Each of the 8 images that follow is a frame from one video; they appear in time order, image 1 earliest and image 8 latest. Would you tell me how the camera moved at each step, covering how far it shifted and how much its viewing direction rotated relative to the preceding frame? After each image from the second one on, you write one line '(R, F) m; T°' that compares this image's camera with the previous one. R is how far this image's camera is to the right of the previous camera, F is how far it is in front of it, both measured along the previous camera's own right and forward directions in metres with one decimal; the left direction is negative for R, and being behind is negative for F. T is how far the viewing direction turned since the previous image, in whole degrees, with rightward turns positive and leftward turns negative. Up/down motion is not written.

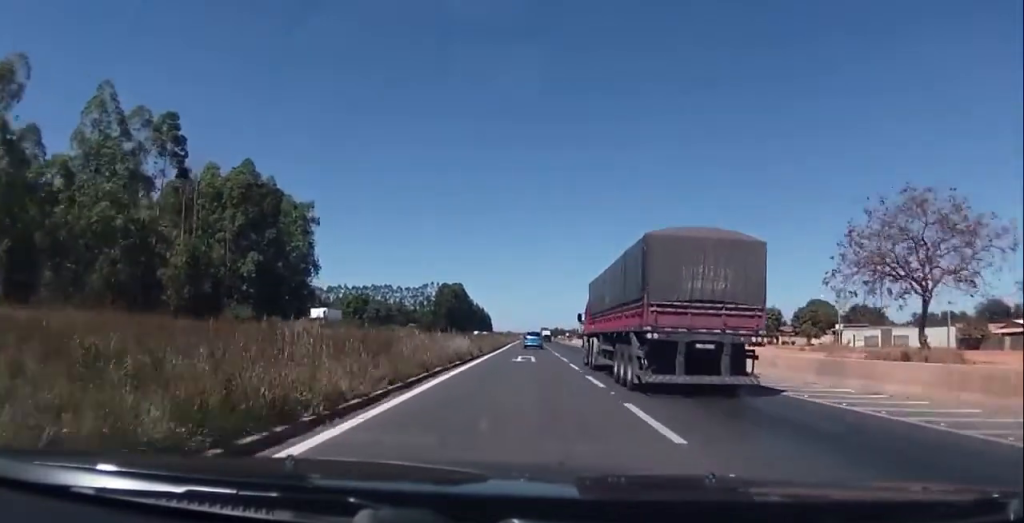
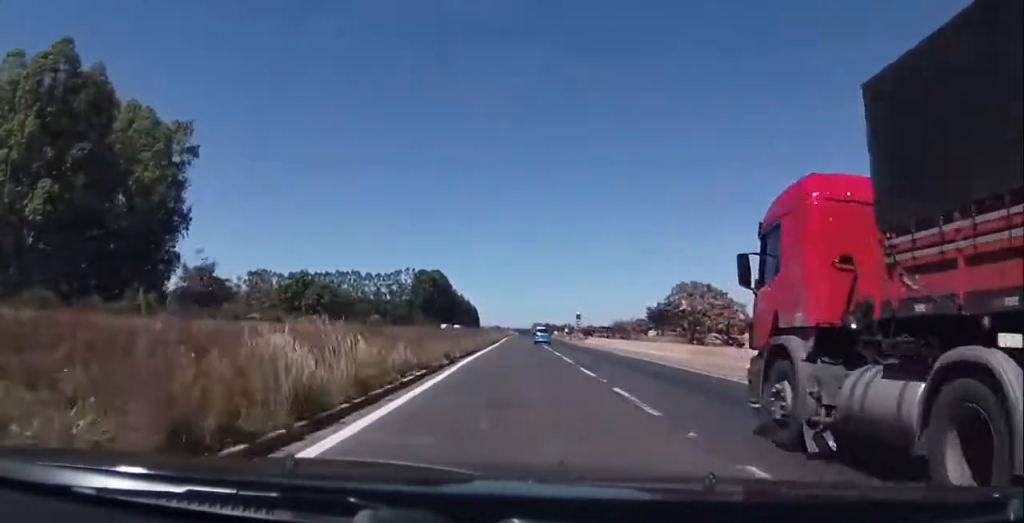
(+0.3, +46.8) m; 0°
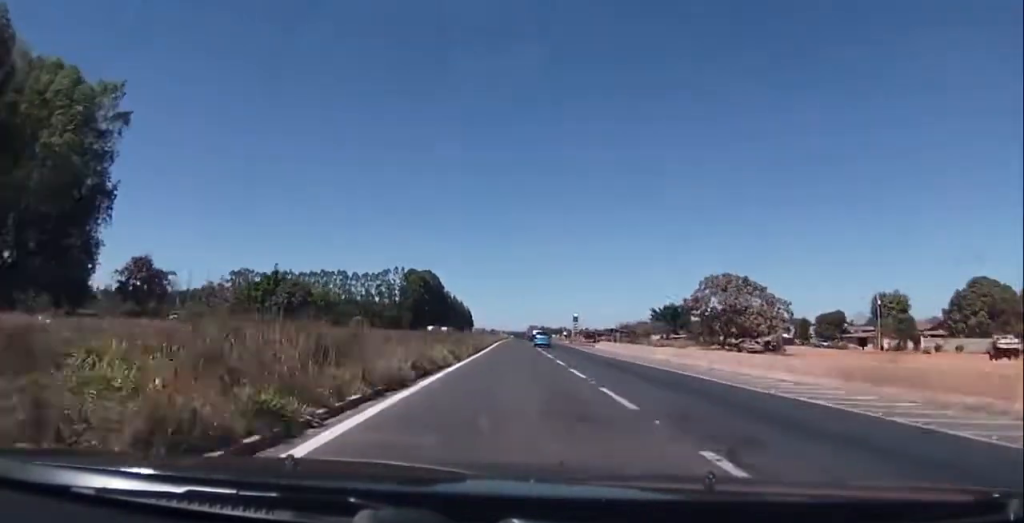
(0.0, +15.1) m; 0°
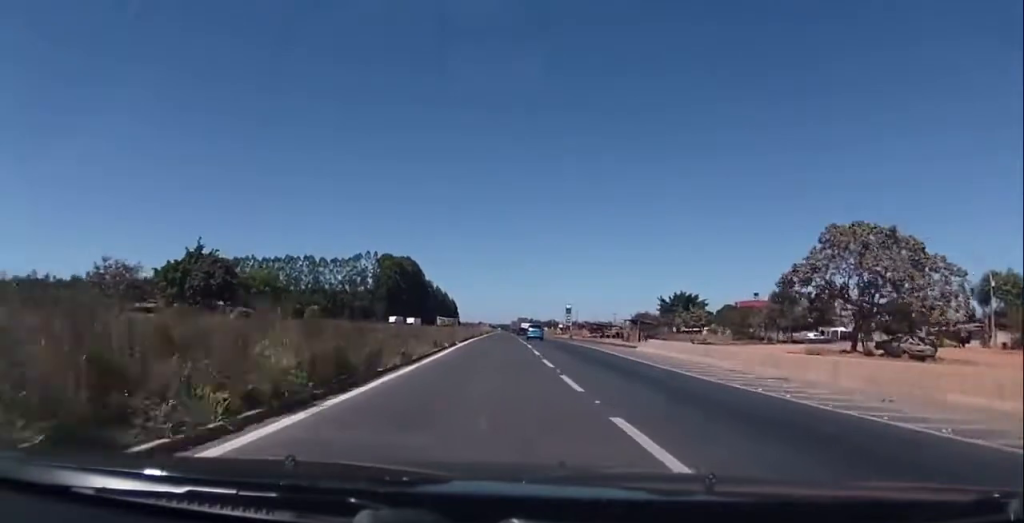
(0.0, +29.3) m; +1°
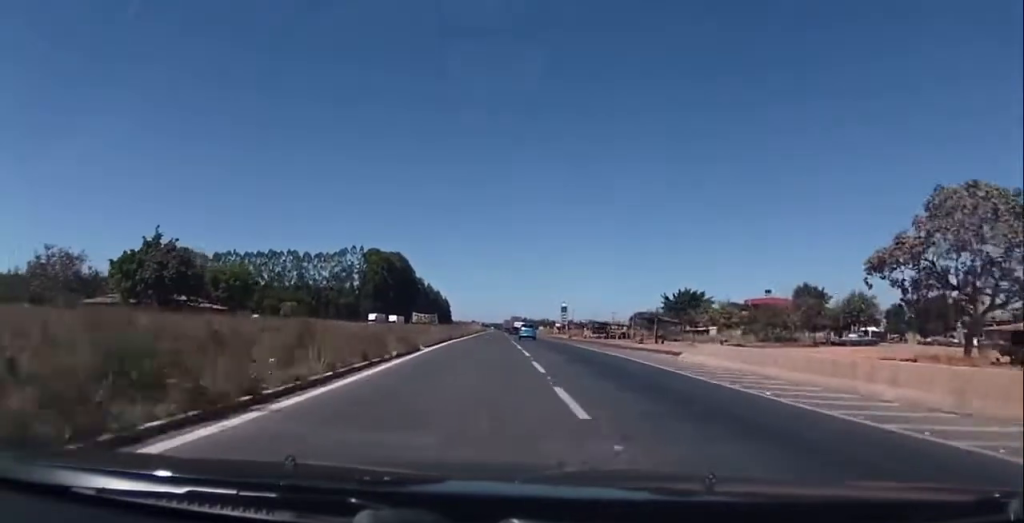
(+0.2, +11.2) m; +1°
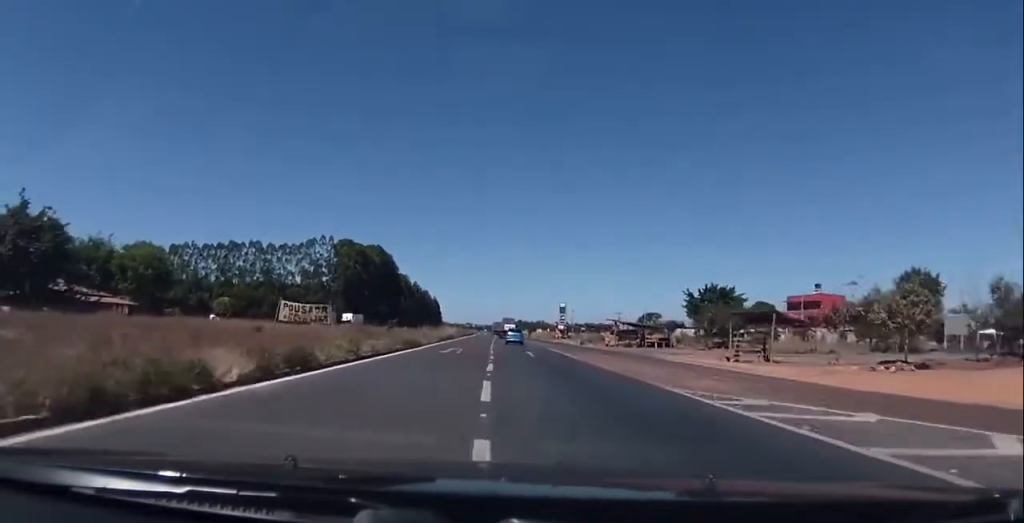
(+0.4, +28.1) m; +1°
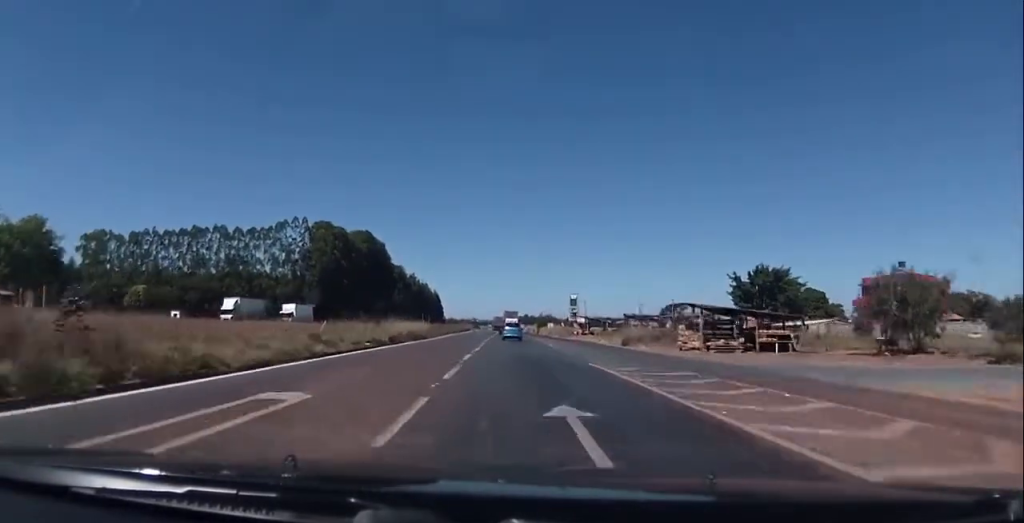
(0.0, +30.0) m; 0°
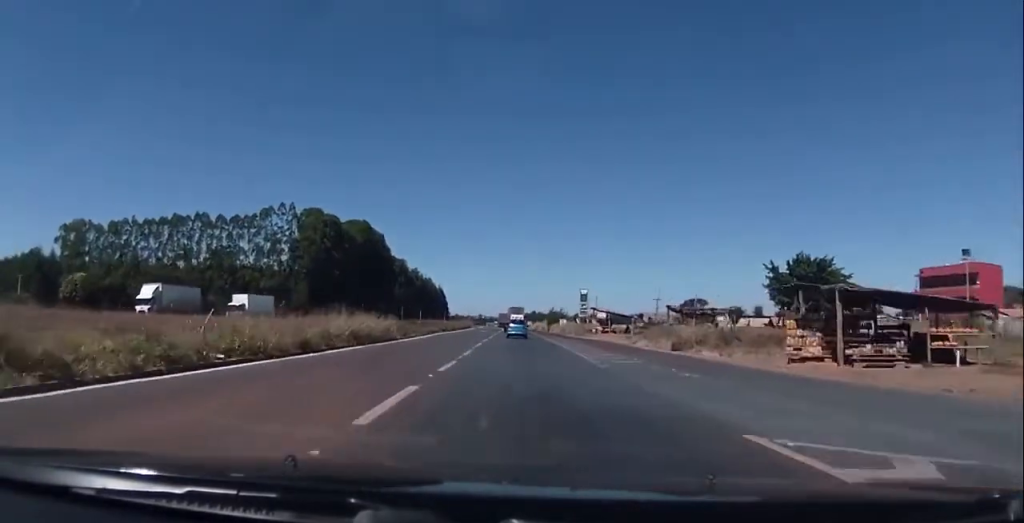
(-0.1, +17.6) m; 0°
